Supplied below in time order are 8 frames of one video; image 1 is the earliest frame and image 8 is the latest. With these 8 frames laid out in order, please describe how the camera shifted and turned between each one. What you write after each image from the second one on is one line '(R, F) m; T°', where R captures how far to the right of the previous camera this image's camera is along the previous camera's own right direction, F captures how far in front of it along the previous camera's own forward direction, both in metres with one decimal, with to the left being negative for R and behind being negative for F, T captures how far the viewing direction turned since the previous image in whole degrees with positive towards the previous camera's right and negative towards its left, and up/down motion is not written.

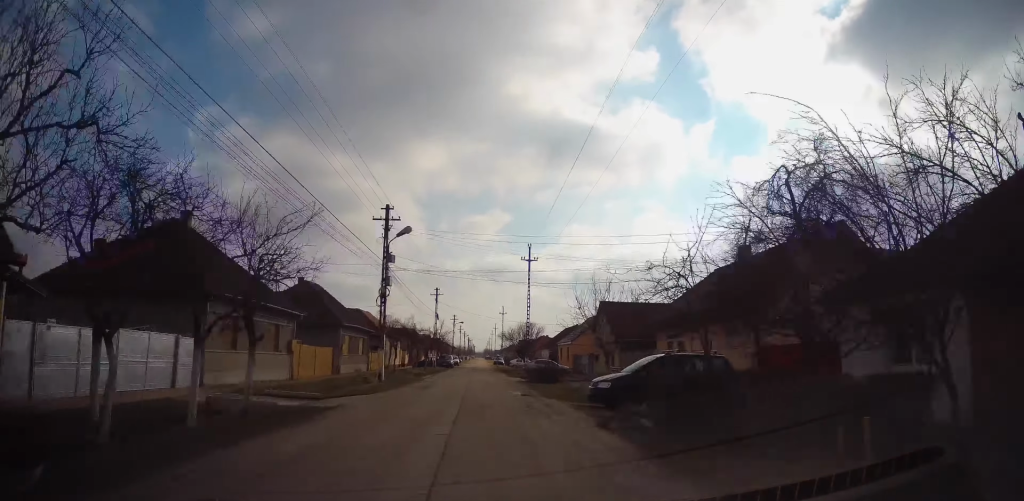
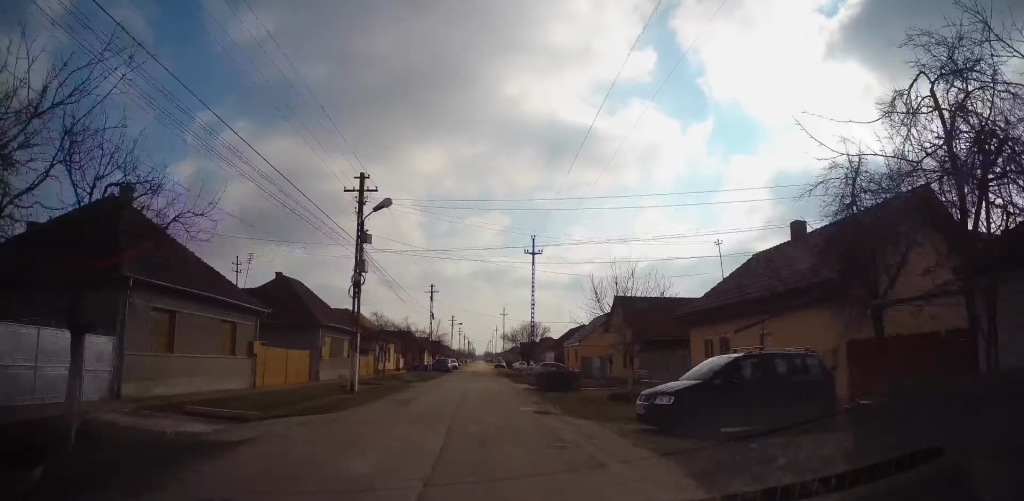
(0.0, +5.0) m; 0°
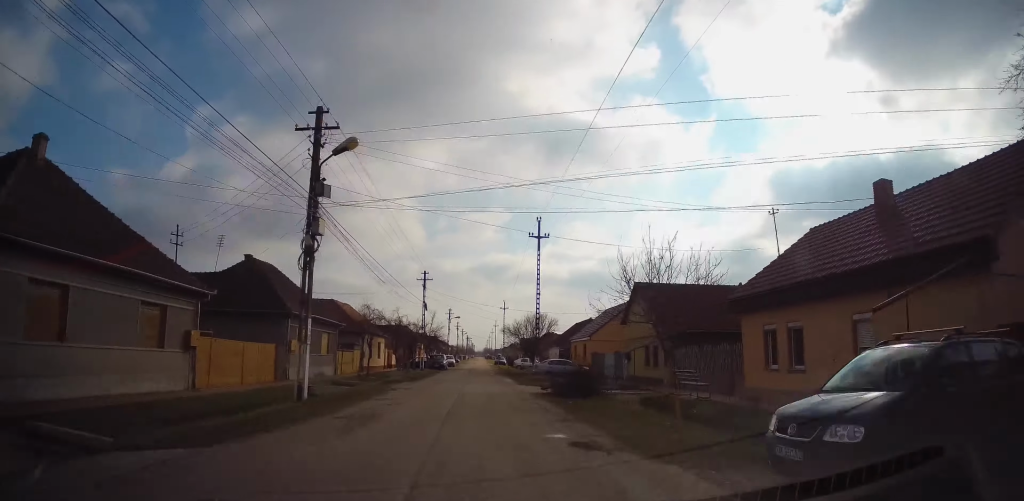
(0.0, +5.4) m; 0°
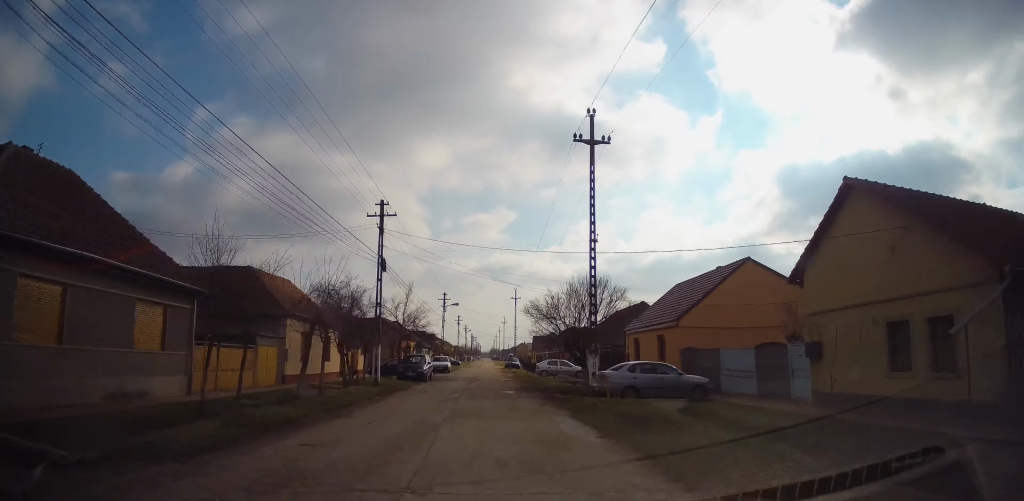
(0.0, +20.4) m; 0°
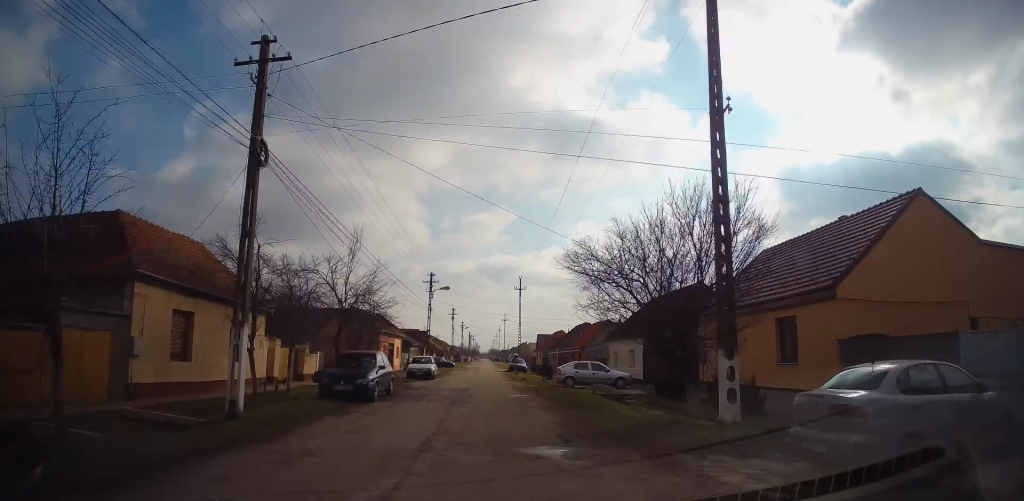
(0.0, +12.8) m; 0°
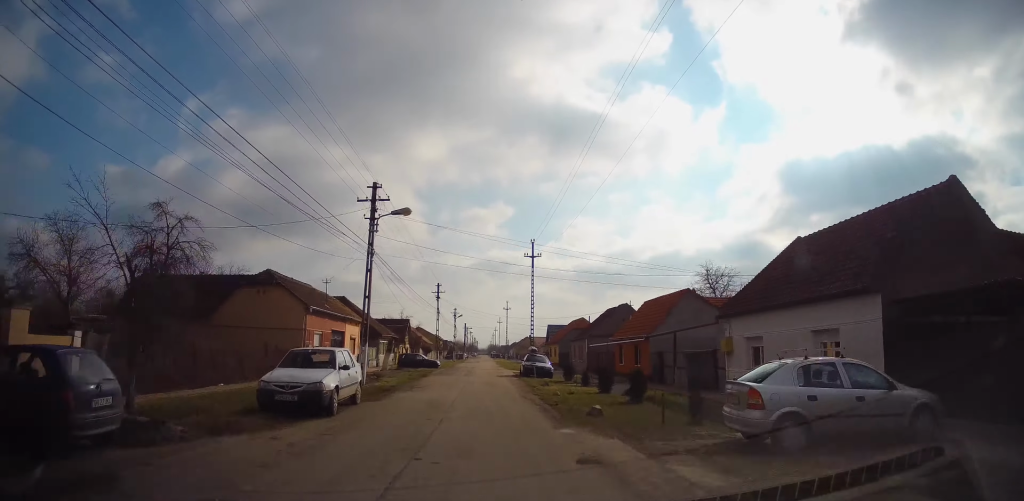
(0.0, +20.9) m; 0°
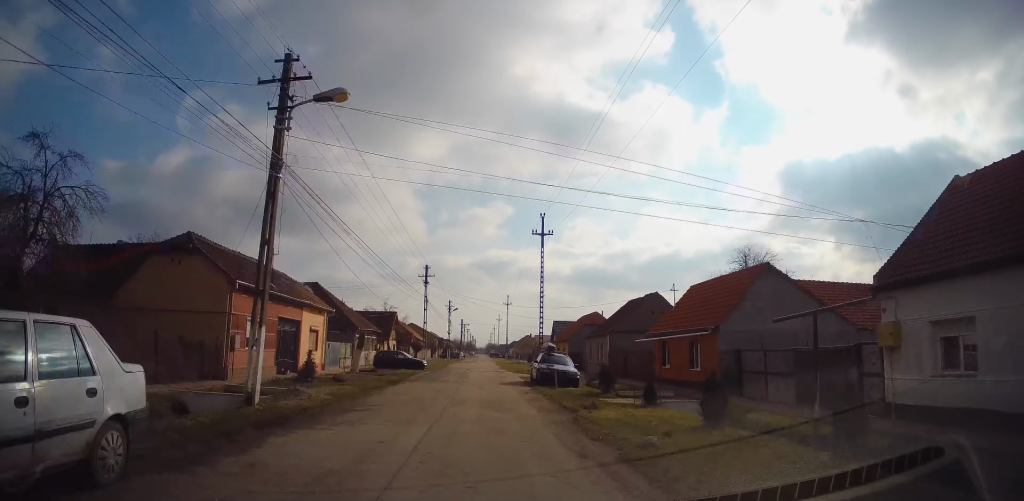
(0.0, +9.4) m; 0°
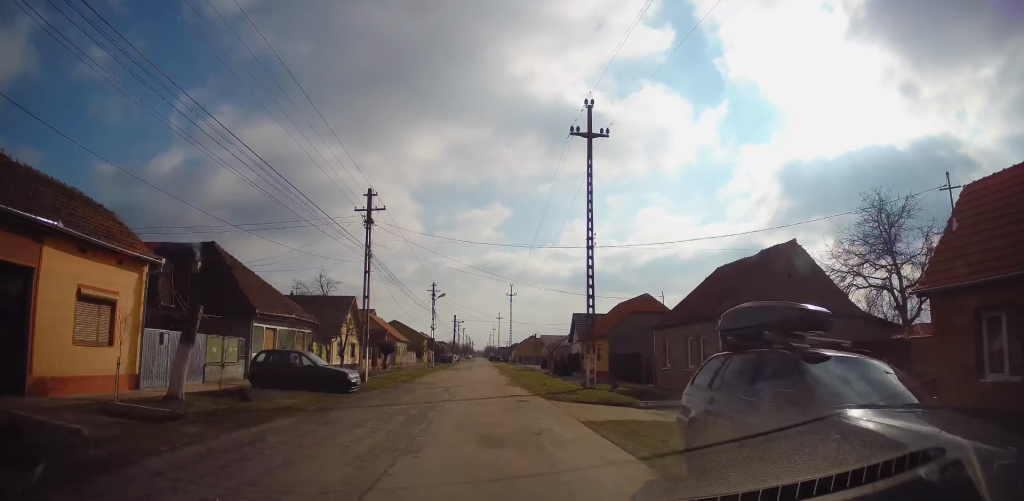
(0.0, +20.0) m; 0°
